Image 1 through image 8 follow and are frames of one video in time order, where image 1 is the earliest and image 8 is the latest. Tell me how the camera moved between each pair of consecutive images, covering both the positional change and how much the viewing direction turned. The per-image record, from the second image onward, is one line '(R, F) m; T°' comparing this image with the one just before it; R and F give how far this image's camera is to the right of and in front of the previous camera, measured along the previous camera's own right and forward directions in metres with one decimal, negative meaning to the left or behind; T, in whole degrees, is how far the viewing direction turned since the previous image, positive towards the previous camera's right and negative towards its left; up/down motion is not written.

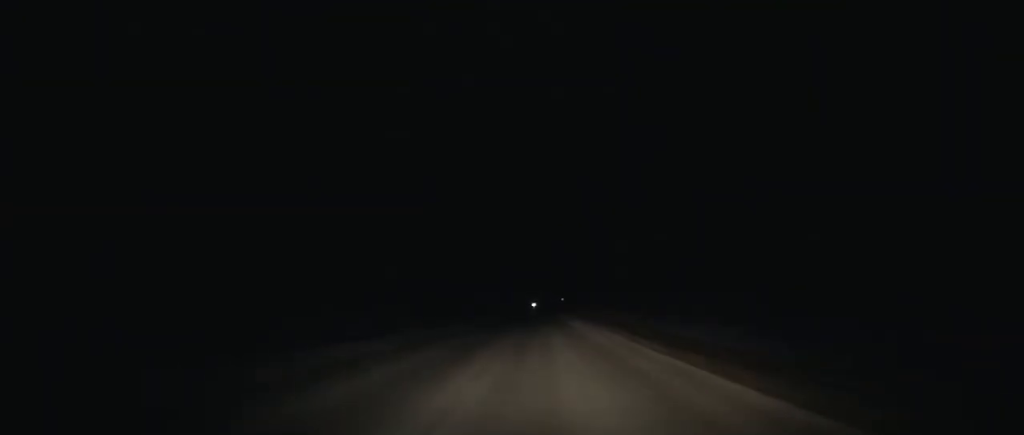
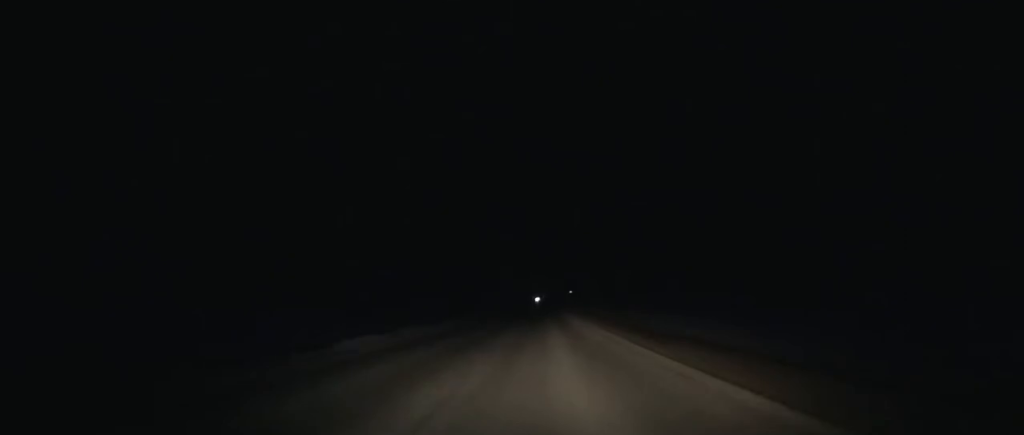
(-0.2, +46.1) m; 0°
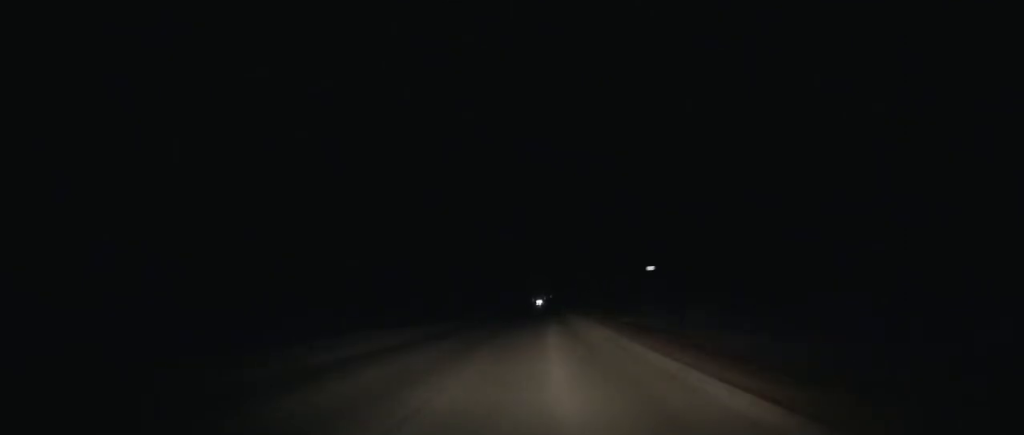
(+0.1, +104.3) m; 0°
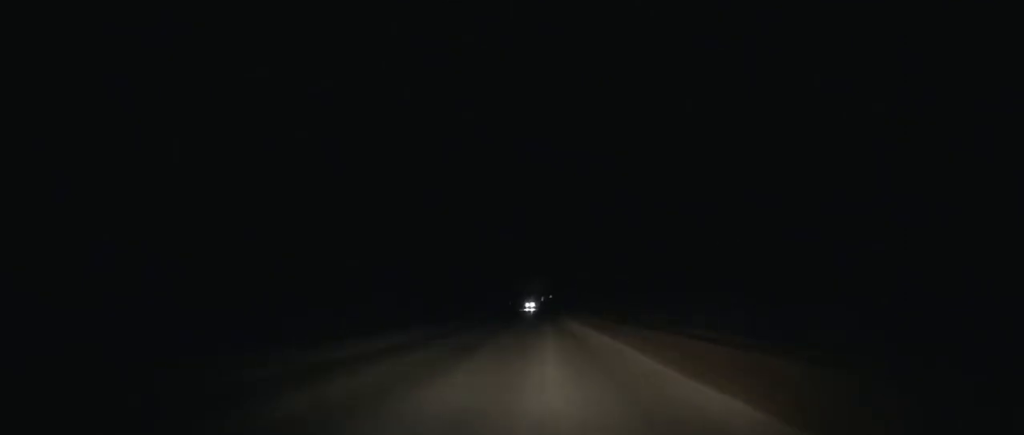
(+0.3, +98.4) m; 0°
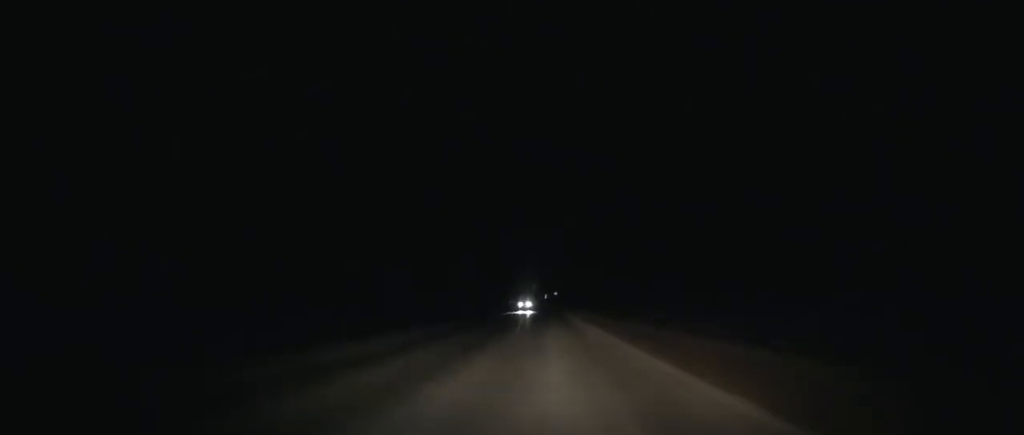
(+0.1, +38.1) m; 0°
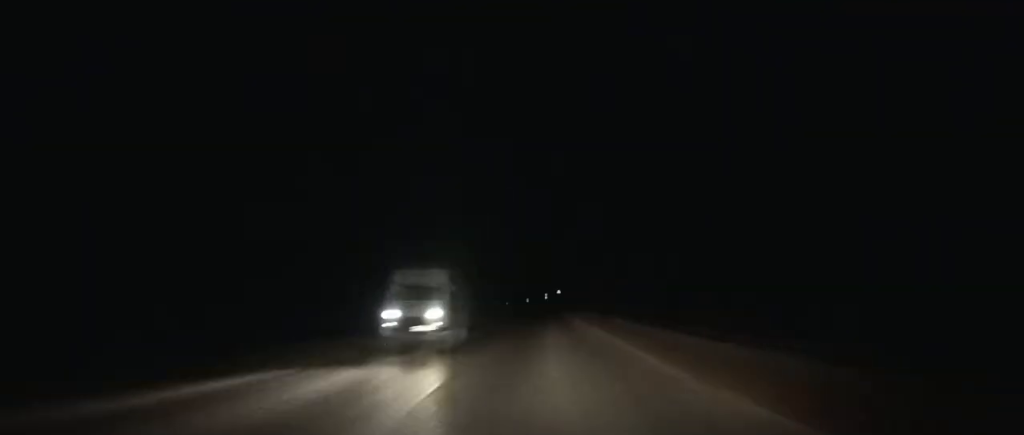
(-0.2, +47.4) m; 0°
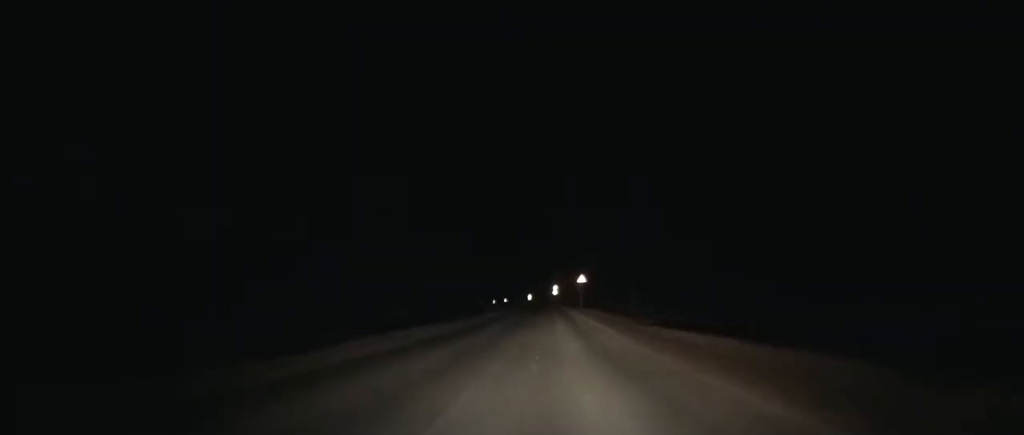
(-0.4, +74.2) m; -1°
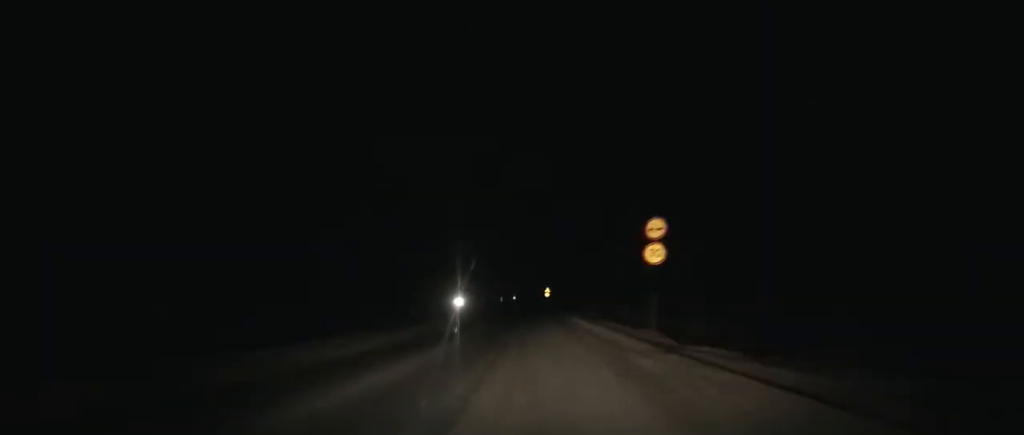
(-1.7, +101.7) m; -3°
